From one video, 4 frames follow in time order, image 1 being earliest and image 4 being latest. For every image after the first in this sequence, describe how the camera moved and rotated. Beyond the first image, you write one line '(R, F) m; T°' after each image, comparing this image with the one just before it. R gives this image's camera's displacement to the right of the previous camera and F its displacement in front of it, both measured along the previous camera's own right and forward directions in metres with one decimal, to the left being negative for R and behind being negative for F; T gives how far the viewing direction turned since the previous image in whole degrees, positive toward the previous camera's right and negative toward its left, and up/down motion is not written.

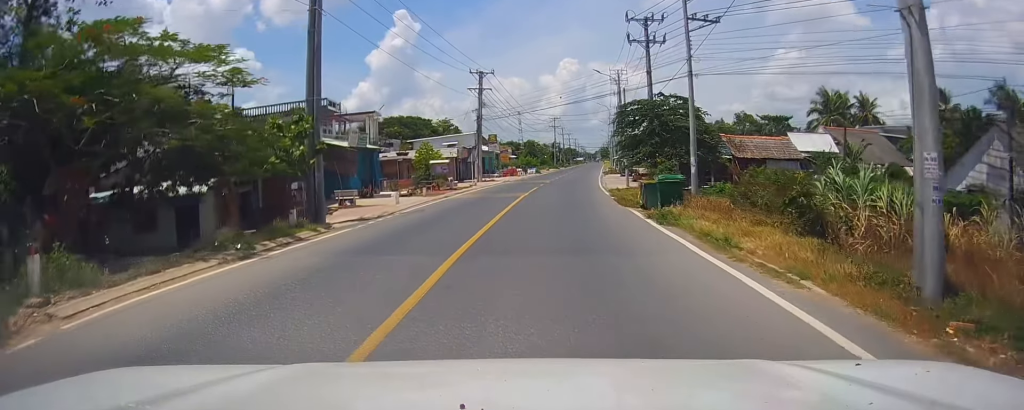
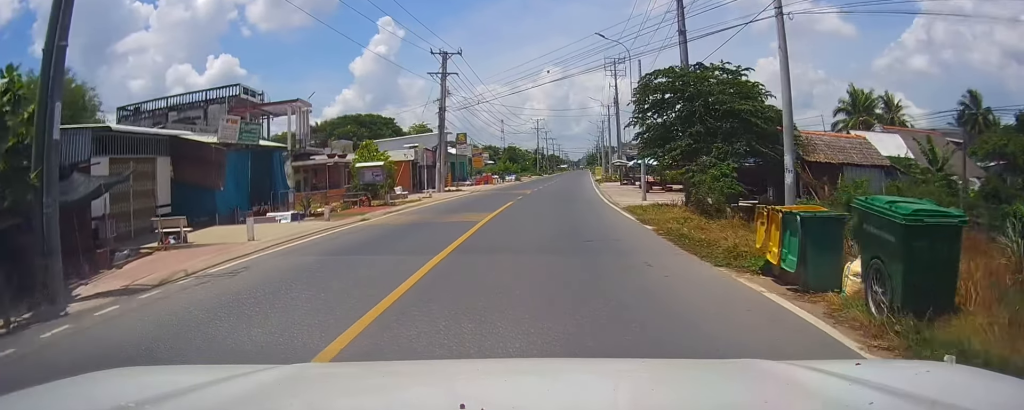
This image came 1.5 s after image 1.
(+0.3, +15.0) m; +1°
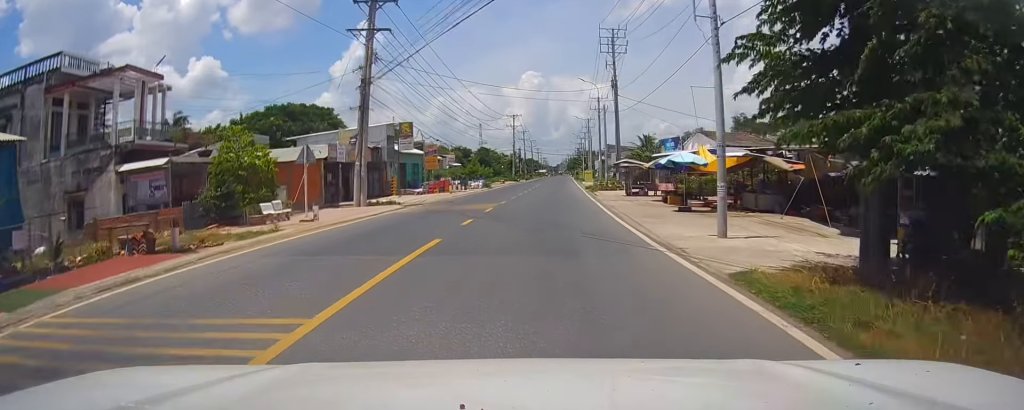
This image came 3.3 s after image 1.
(0.0, +17.8) m; 0°
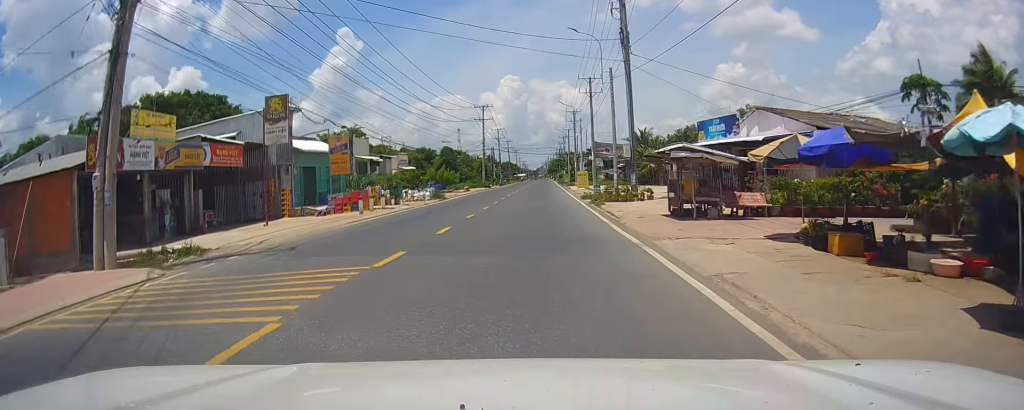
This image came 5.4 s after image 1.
(+1.3, +20.6) m; +4°
